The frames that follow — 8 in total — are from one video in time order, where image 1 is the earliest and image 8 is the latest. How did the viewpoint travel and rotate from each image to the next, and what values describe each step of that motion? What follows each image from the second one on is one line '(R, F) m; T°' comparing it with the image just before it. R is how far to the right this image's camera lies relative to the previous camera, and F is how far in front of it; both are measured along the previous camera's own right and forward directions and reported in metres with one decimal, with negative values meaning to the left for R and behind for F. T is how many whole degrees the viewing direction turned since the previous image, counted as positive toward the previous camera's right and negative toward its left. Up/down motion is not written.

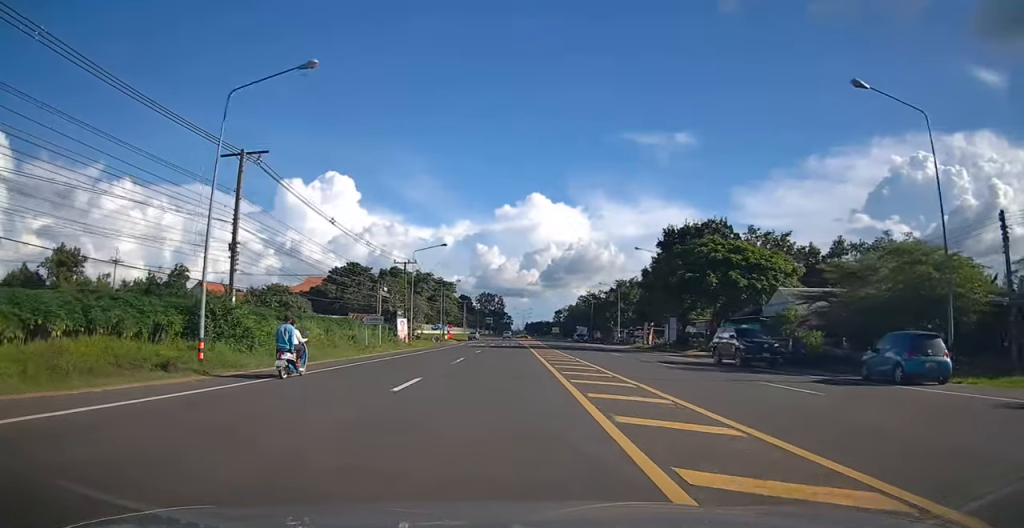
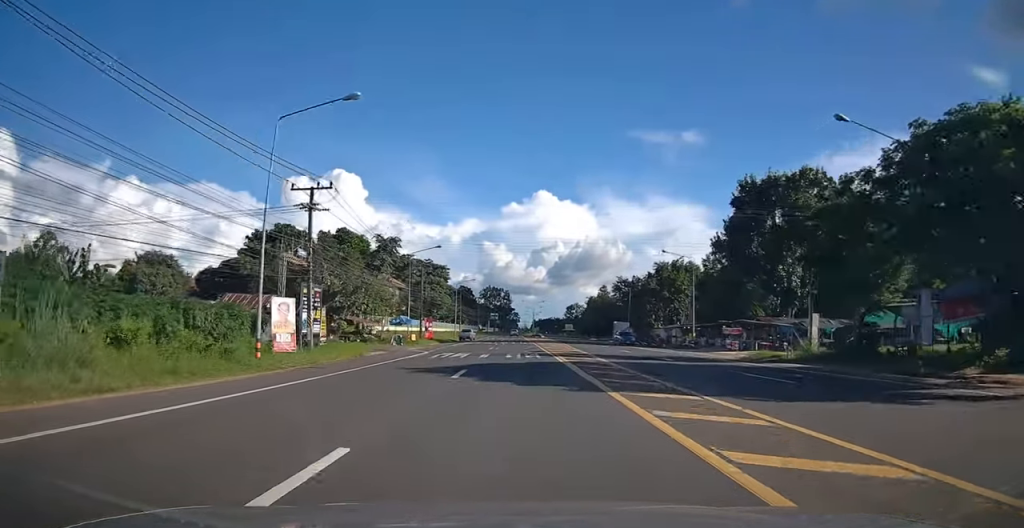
(-0.5, +32.7) m; -2°
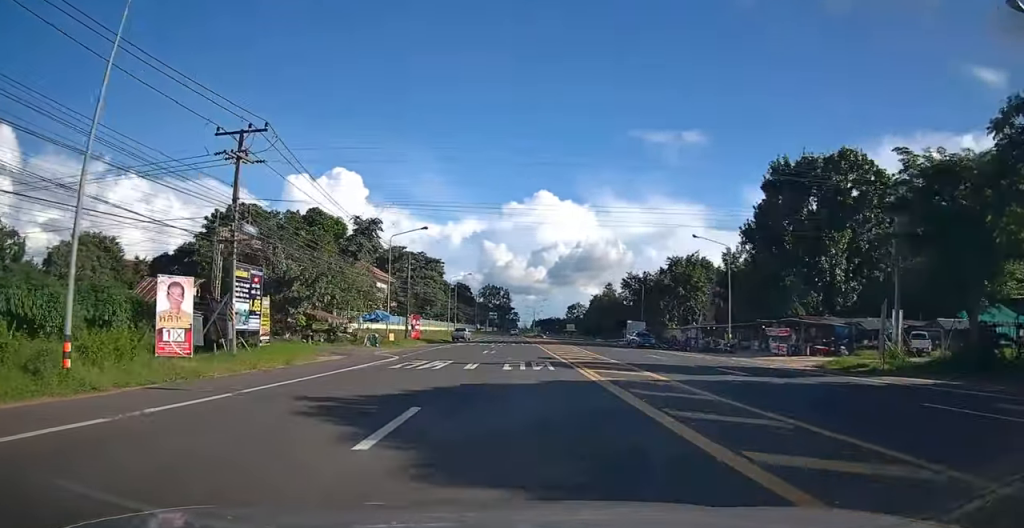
(-0.1, +9.2) m; +1°
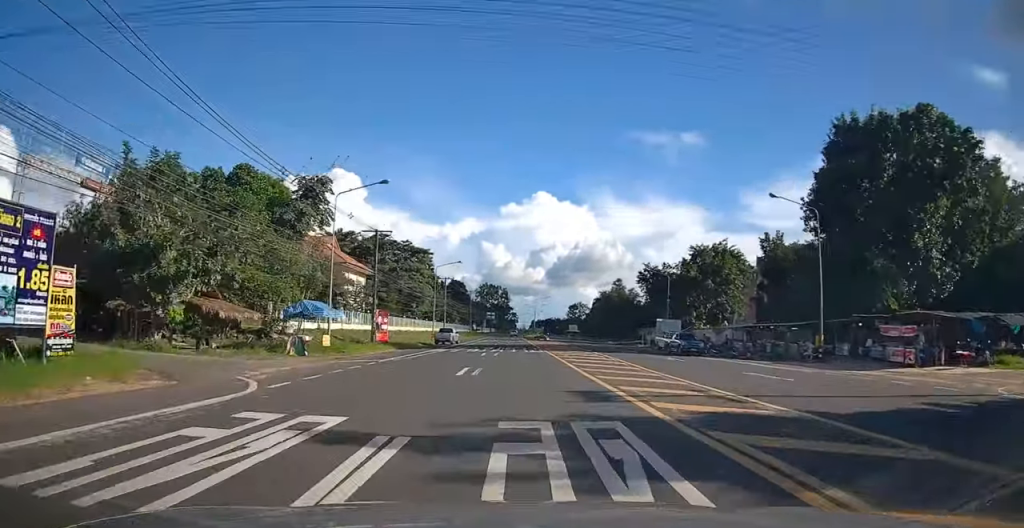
(+0.2, +14.3) m; +1°
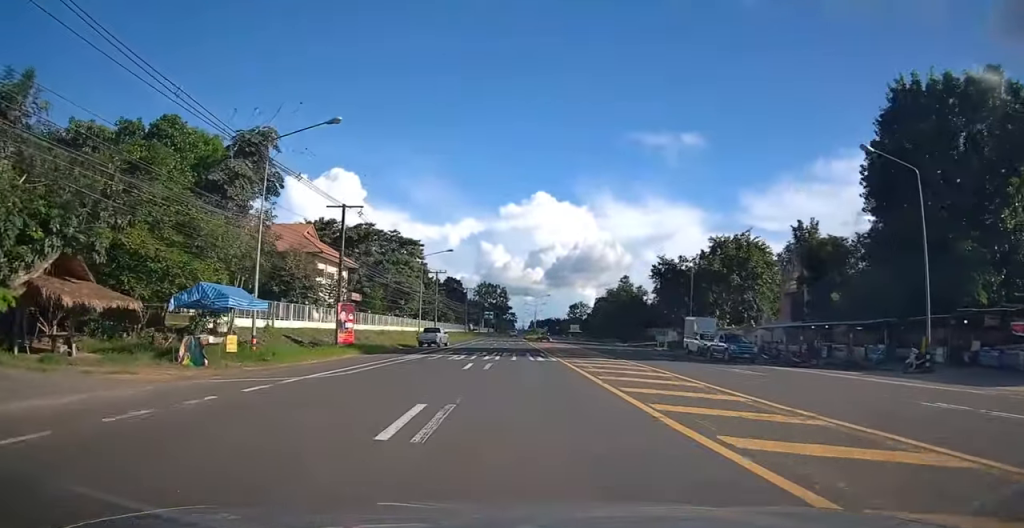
(+0.3, +9.2) m; 0°
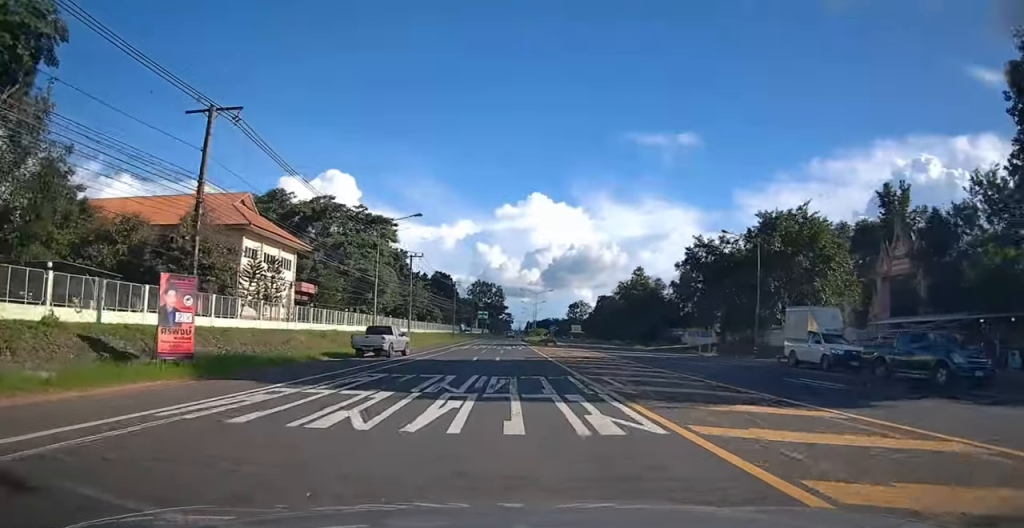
(-0.3, +17.5) m; -1°
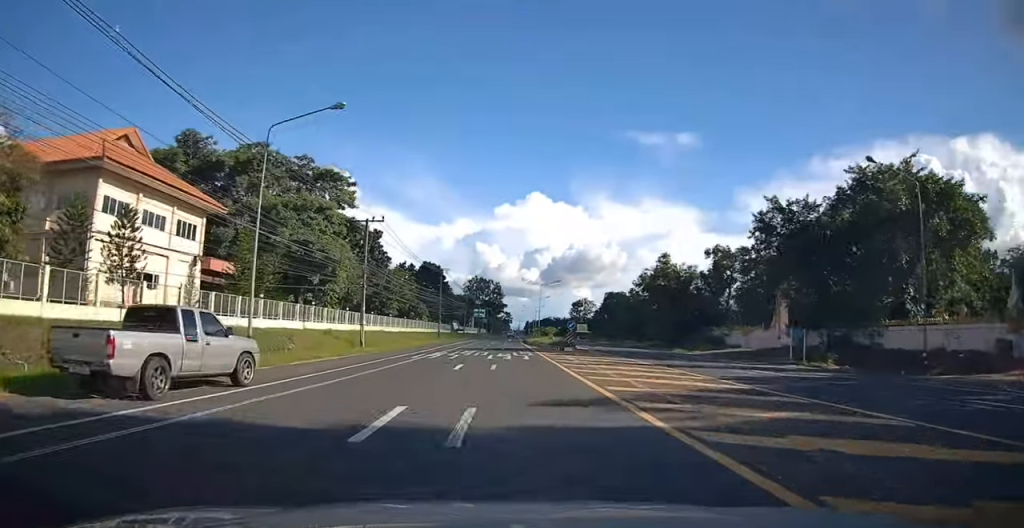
(-0.2, +19.3) m; -1°
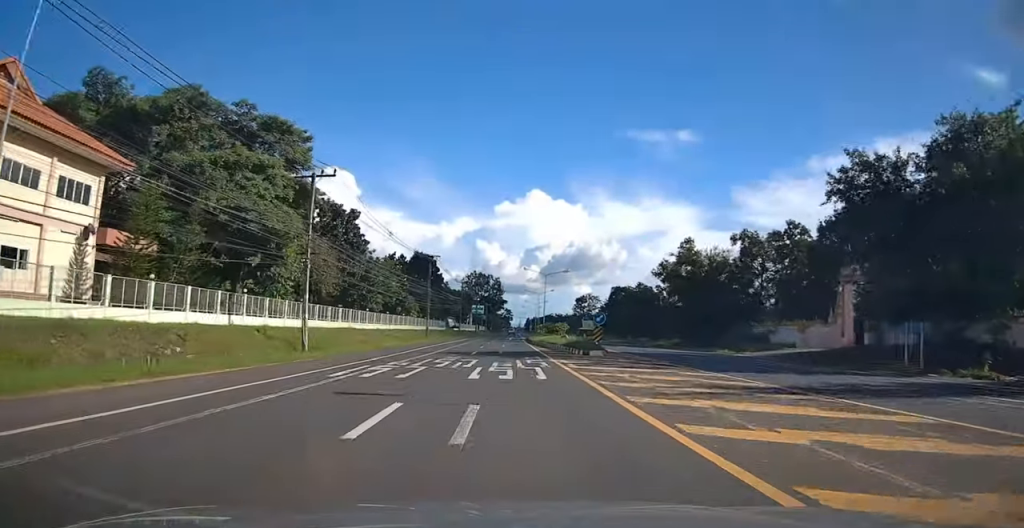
(0.0, +12.0) m; 0°
